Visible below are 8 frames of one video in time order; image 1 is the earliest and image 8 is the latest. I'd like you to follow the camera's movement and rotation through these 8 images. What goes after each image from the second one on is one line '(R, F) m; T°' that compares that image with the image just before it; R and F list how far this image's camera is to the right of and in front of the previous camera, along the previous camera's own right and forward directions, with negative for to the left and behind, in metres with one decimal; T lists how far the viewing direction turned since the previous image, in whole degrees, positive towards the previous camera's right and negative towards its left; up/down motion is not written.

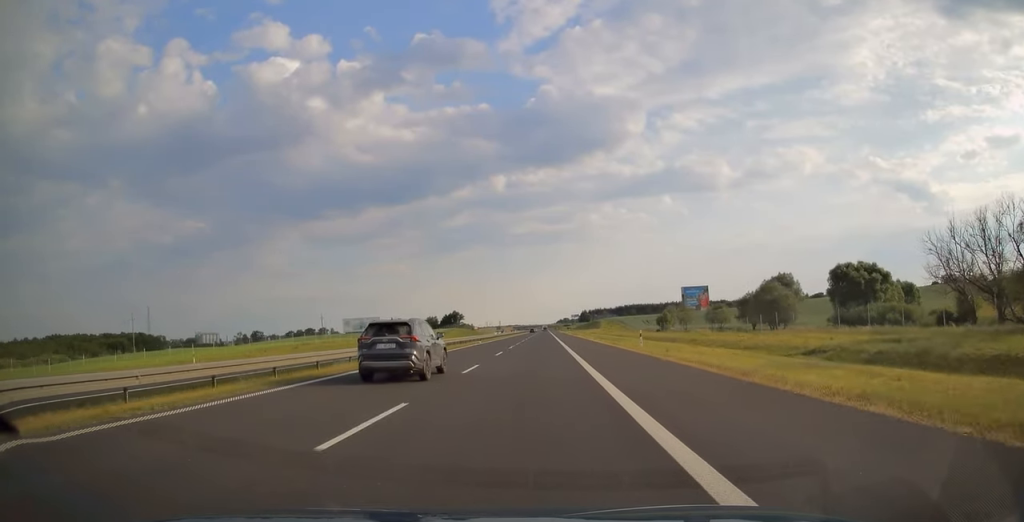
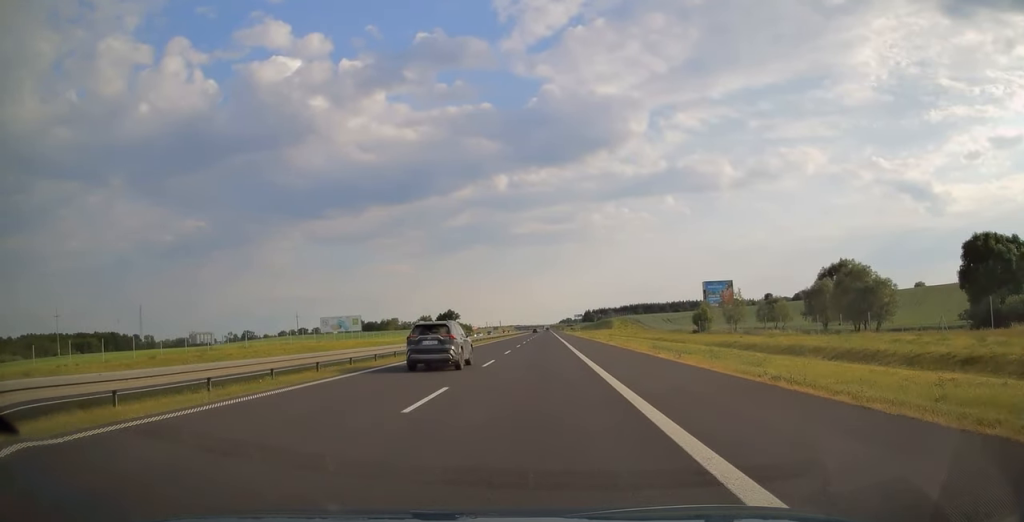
(0.0, +32.7) m; 0°
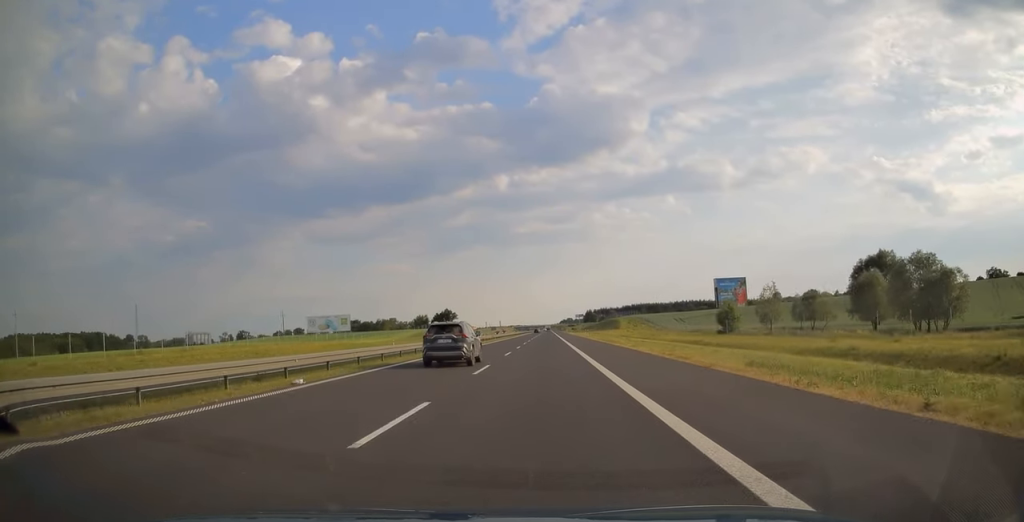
(-0.1, +15.3) m; 0°
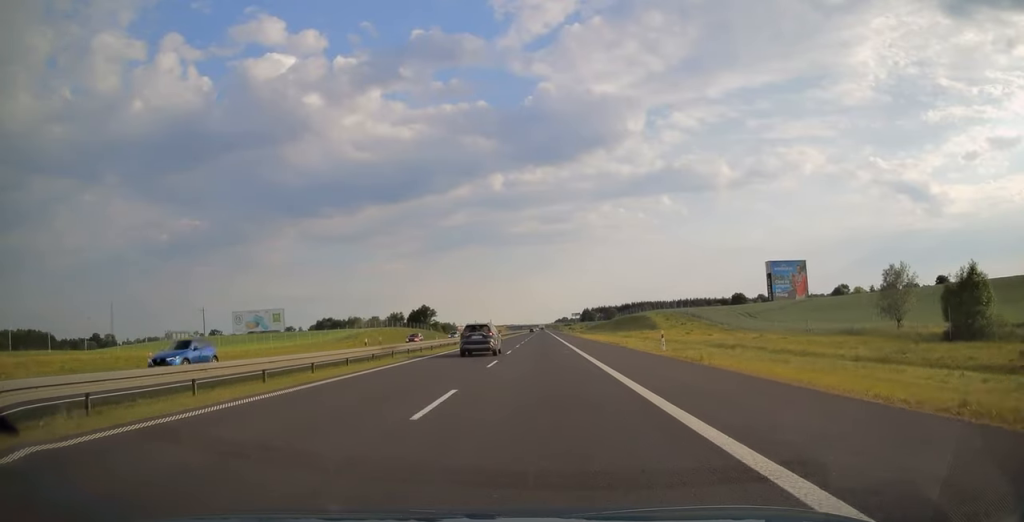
(0.0, +57.7) m; 0°
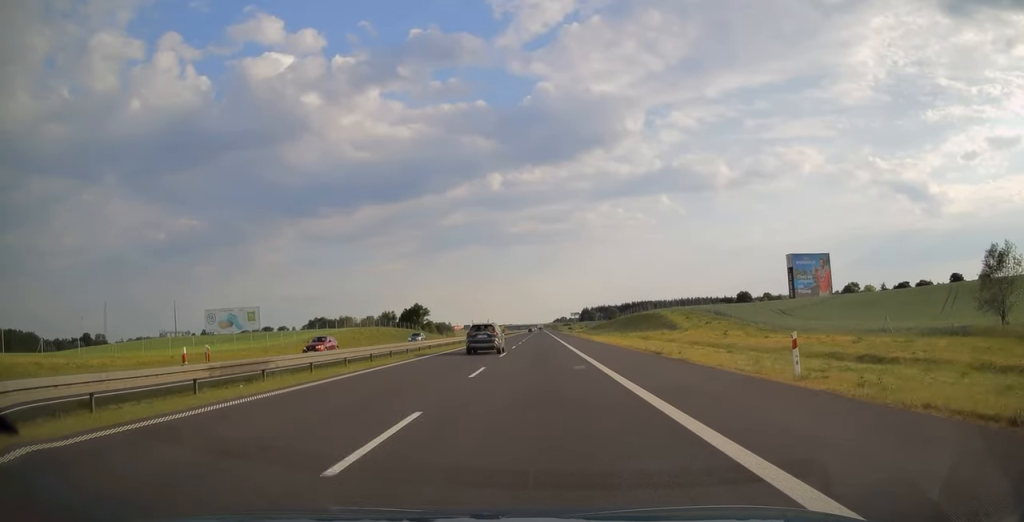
(0.0, +15.8) m; 0°
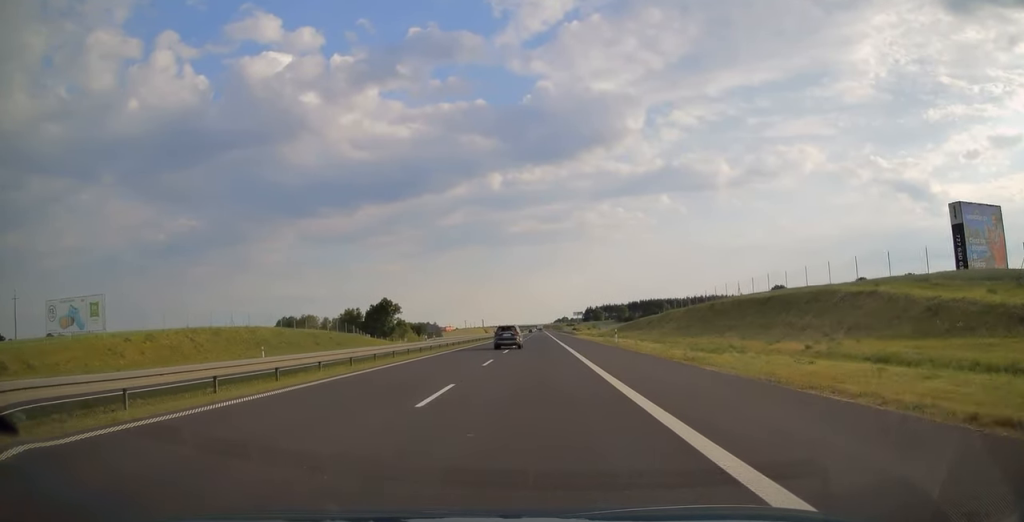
(+0.1, +66.5) m; 0°
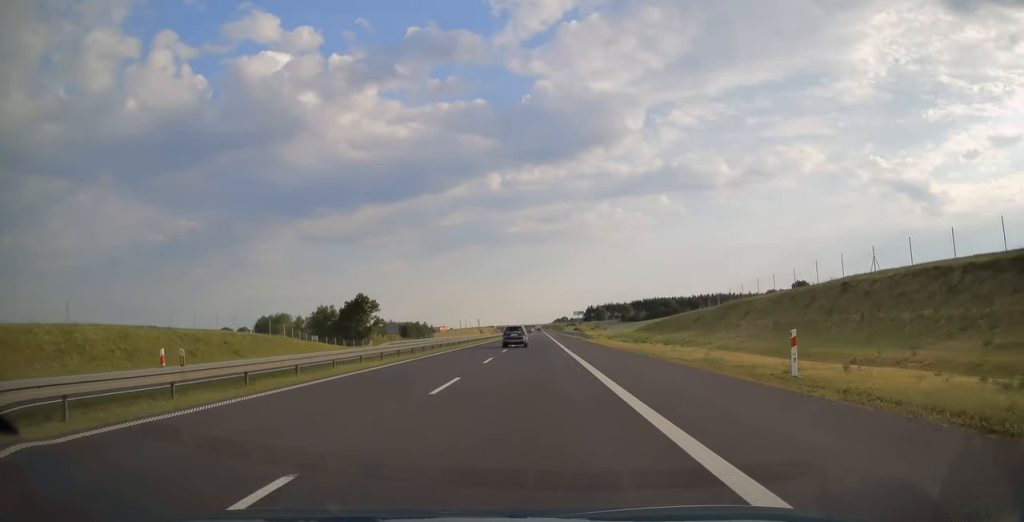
(+0.1, +33.8) m; 0°
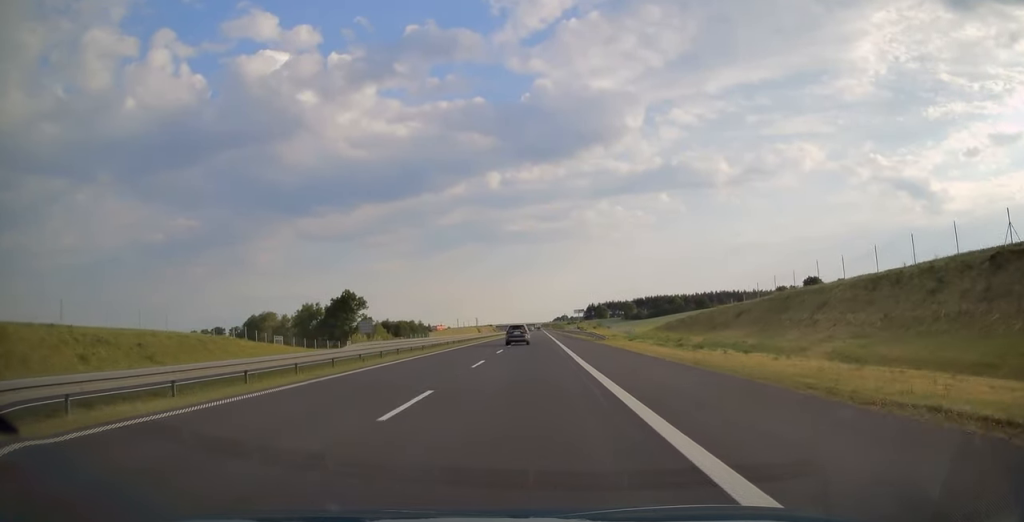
(0.0, +15.8) m; 0°
